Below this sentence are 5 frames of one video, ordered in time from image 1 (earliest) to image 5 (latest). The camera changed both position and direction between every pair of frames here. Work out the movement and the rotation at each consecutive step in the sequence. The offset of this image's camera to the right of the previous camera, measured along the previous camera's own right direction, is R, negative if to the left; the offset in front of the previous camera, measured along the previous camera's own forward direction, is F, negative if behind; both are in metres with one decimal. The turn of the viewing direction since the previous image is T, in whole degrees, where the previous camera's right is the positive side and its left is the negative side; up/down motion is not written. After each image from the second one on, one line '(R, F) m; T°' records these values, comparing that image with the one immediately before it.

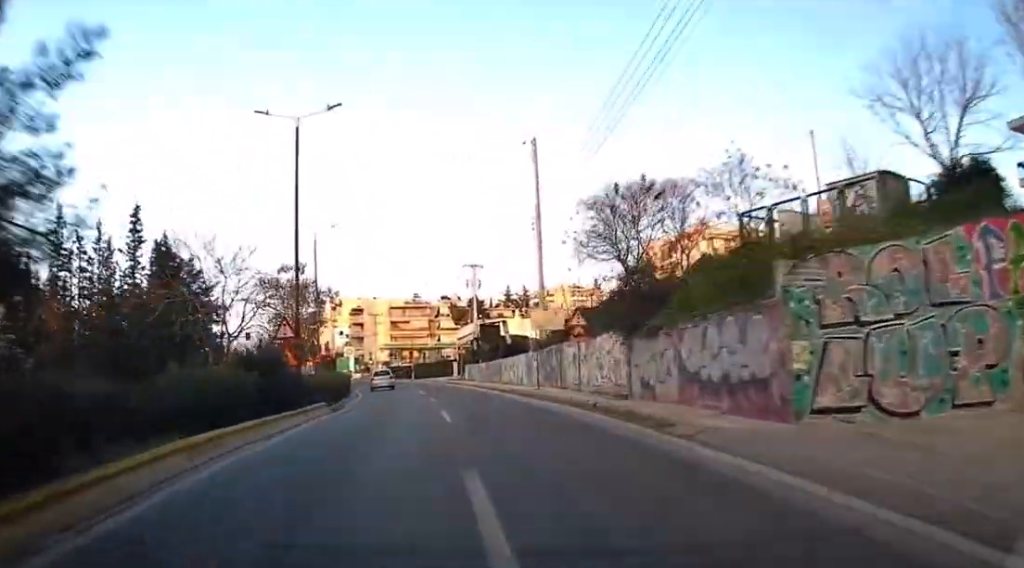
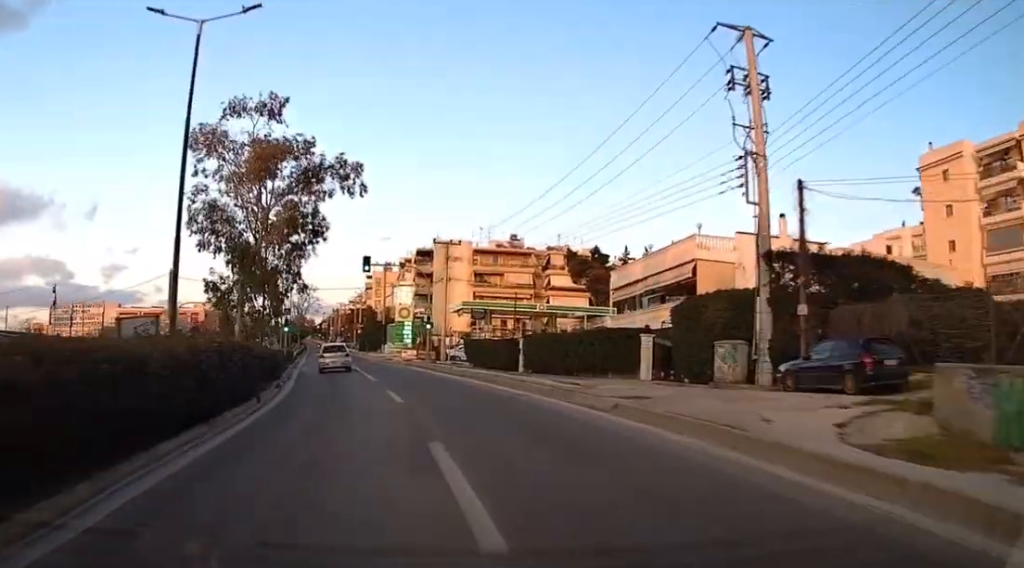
(-0.9, +59.0) m; -3°
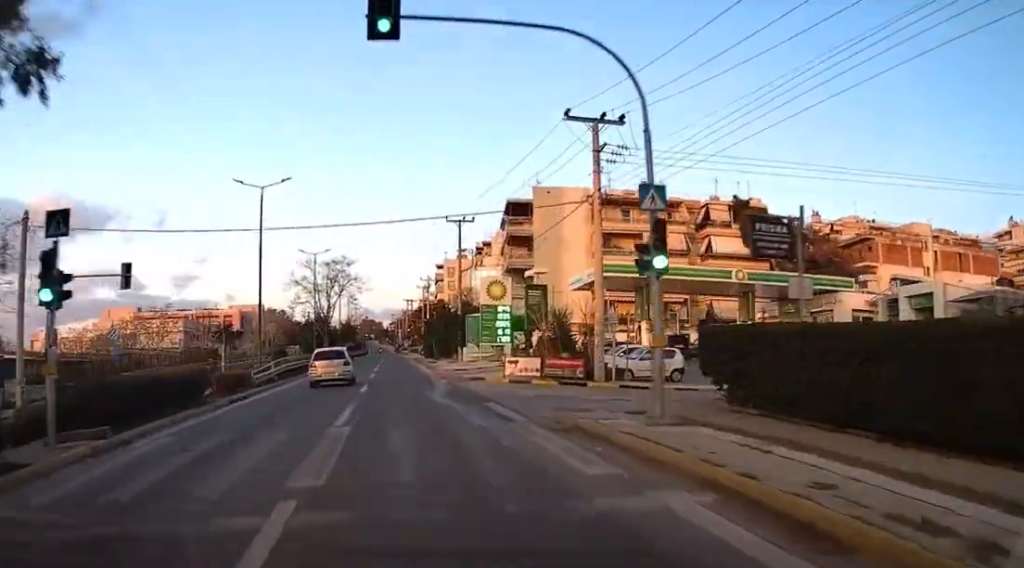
(-1.6, +38.4) m; -6°
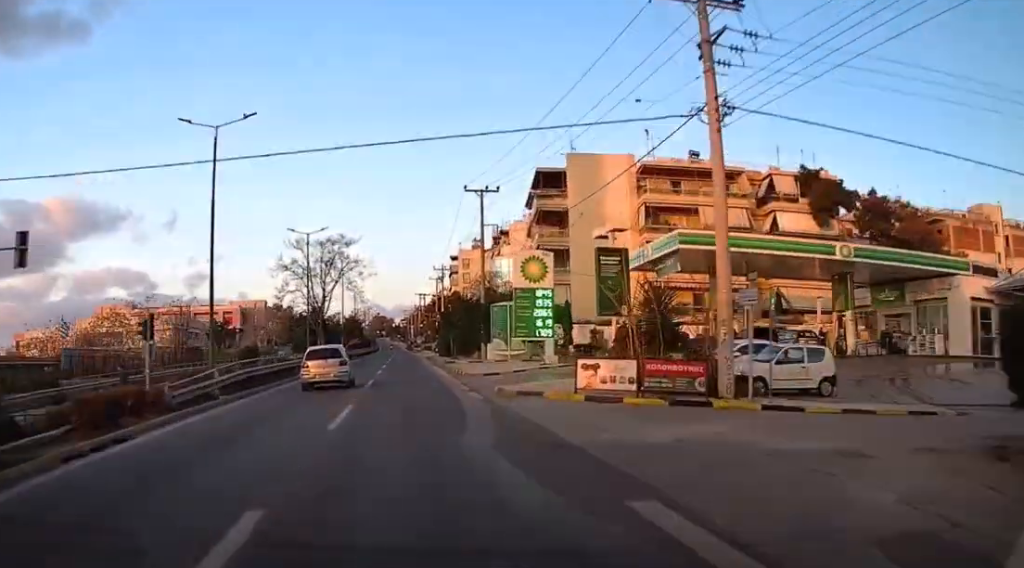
(-0.3, +11.7) m; -2°
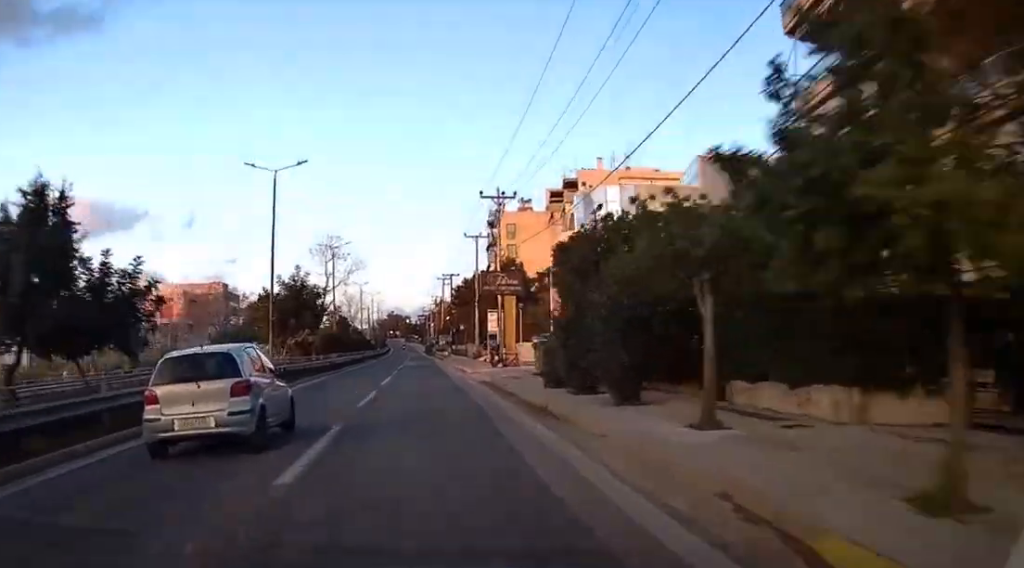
(-2.7, +52.4) m; -4°
